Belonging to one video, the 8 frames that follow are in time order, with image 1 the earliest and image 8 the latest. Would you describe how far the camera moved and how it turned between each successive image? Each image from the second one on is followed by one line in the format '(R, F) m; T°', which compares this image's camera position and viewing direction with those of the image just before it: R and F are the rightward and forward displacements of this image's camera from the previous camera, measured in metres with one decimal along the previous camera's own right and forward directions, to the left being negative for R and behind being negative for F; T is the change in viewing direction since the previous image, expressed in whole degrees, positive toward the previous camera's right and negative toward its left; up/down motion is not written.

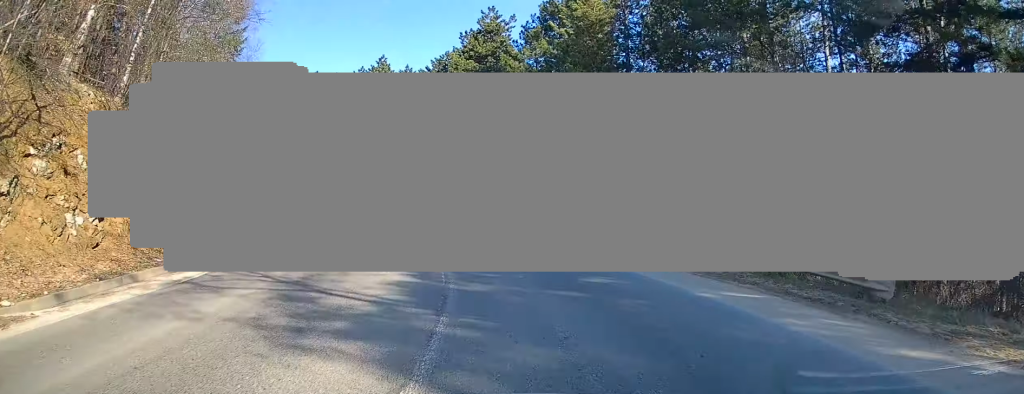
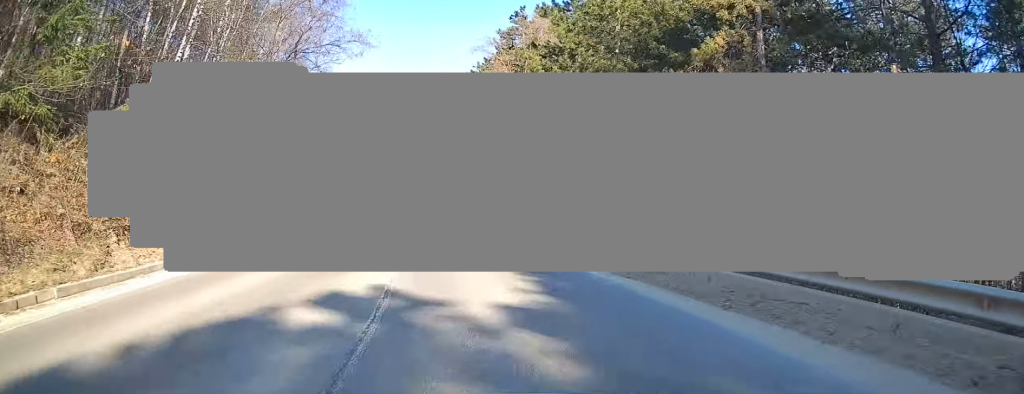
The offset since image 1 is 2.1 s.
(-6.5, +29.2) m; -22°
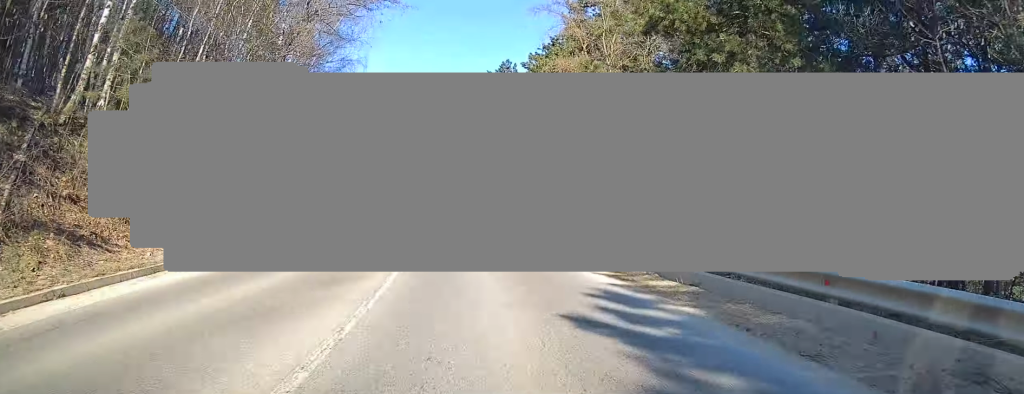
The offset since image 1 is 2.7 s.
(-0.2, +8.2) m; -4°
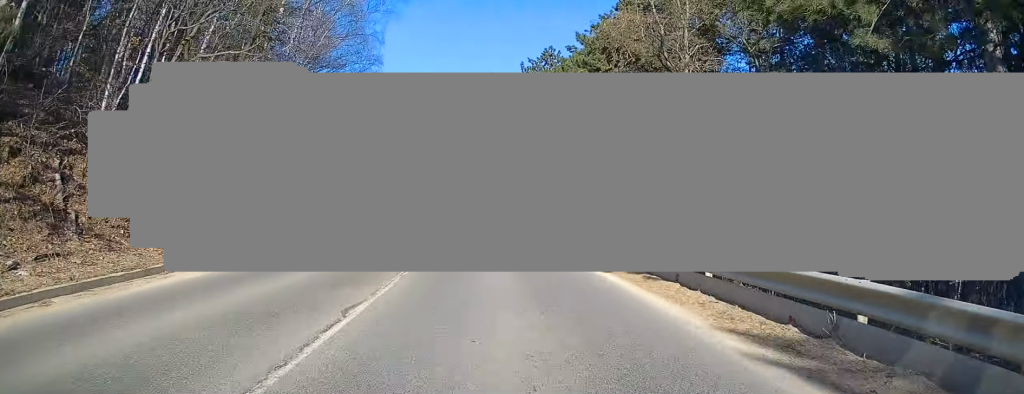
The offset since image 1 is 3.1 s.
(-0.4, +6.7) m; -3°
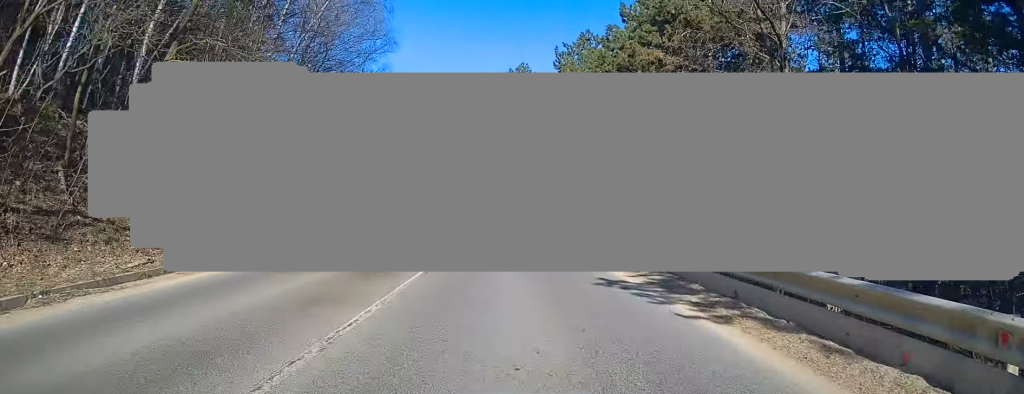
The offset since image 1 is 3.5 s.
(0.0, +5.8) m; -3°
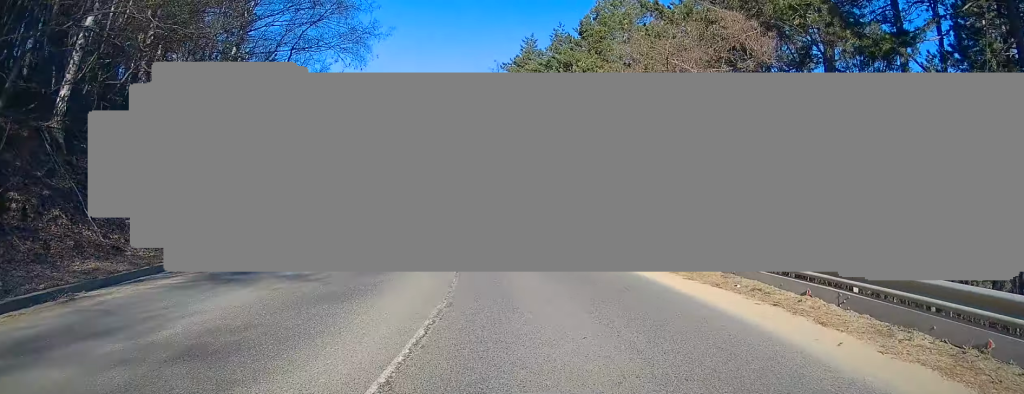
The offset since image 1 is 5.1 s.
(-2.0, +23.0) m; -9°
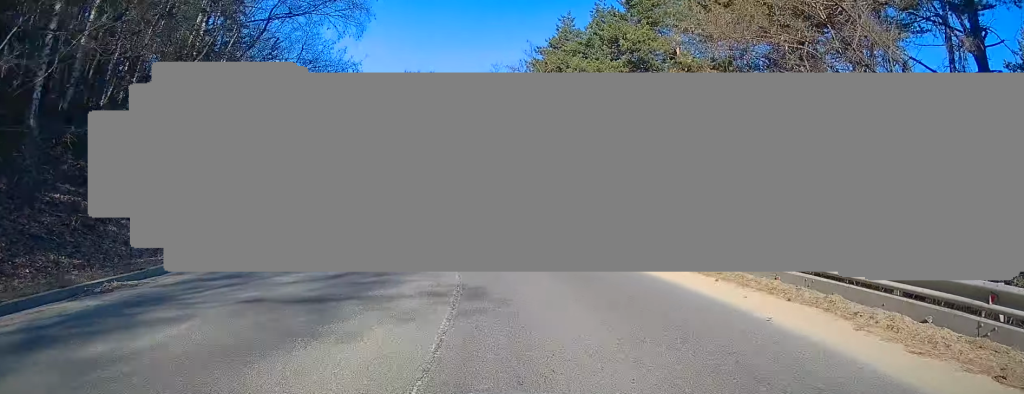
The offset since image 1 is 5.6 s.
(+0.1, +6.2) m; -2°
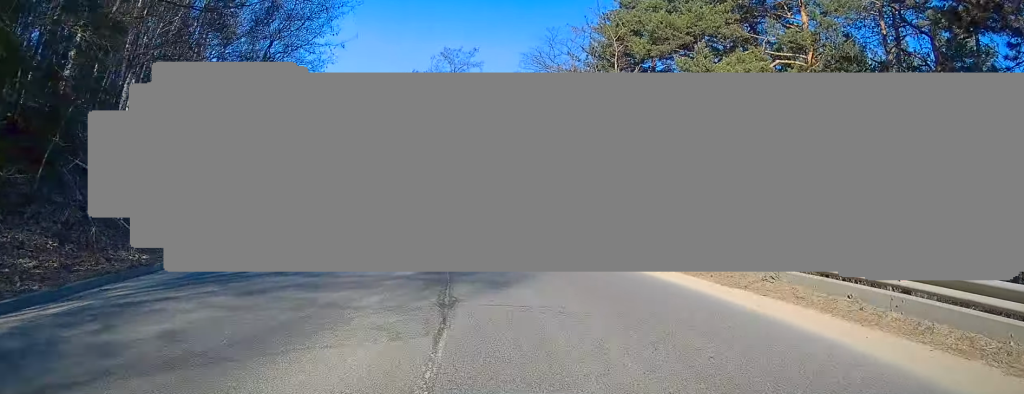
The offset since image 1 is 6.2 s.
(-0.6, +9.7) m; -5°
